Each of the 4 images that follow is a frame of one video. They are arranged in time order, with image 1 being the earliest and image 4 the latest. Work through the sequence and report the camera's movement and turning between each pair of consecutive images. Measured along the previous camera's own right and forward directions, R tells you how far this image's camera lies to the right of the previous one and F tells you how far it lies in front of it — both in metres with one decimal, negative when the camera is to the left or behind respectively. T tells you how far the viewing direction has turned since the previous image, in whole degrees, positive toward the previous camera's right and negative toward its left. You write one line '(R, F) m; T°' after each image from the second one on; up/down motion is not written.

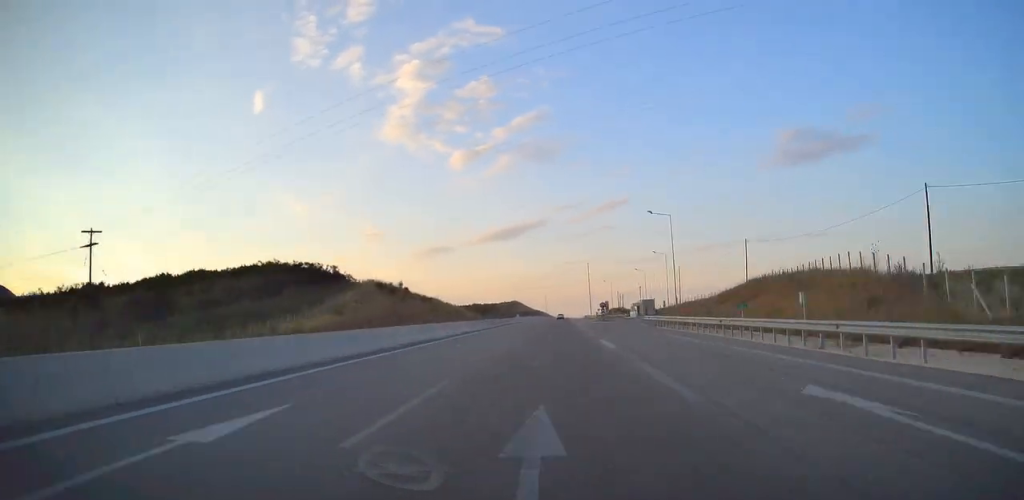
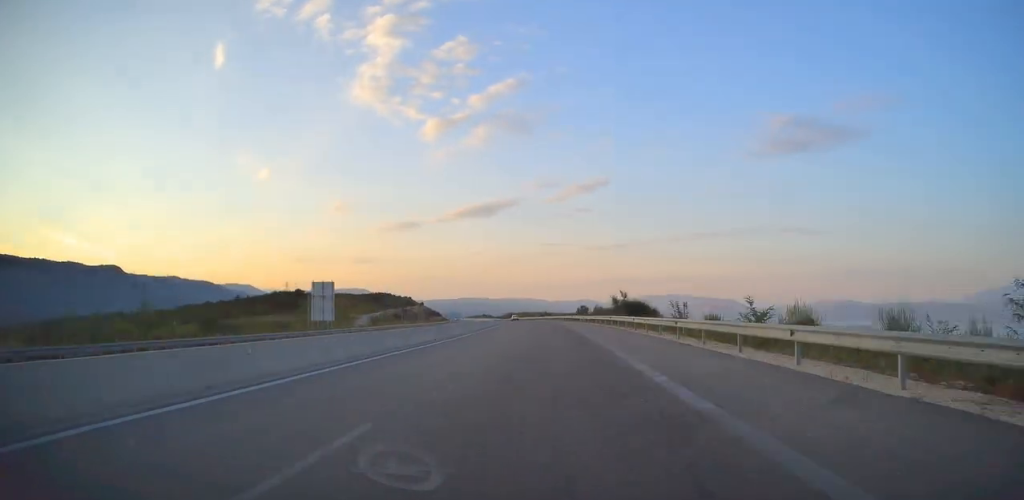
(+2.9, +603.1) m; -3°
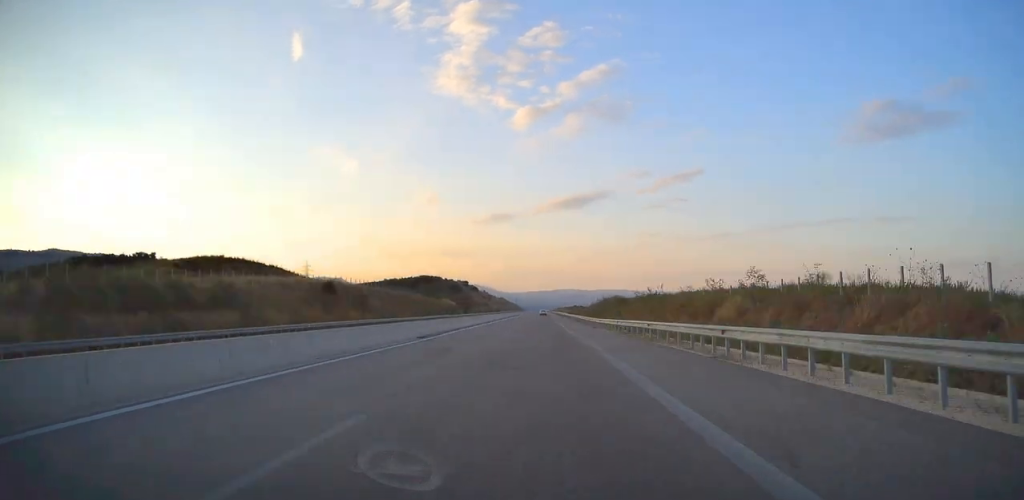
(-5.9, +201.2) m; -4°
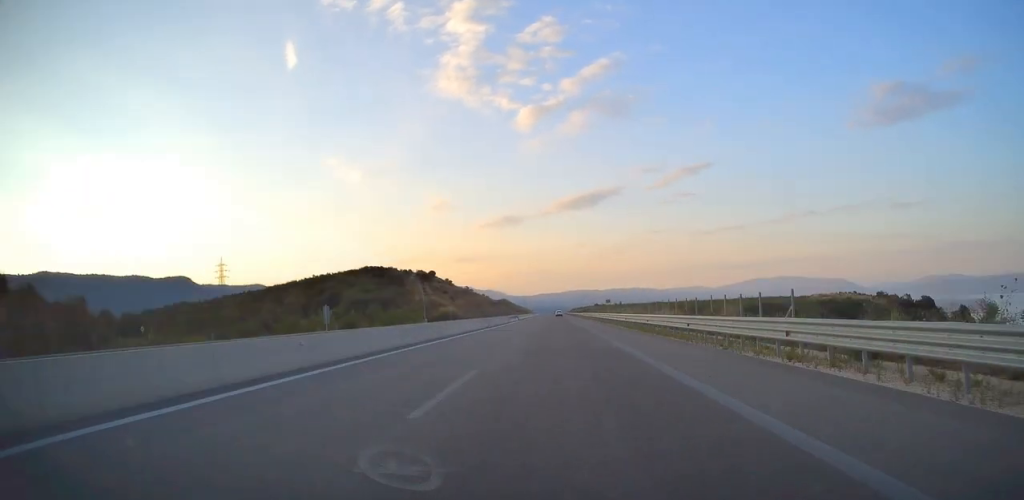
(-7.8, +176.8) m; -2°
